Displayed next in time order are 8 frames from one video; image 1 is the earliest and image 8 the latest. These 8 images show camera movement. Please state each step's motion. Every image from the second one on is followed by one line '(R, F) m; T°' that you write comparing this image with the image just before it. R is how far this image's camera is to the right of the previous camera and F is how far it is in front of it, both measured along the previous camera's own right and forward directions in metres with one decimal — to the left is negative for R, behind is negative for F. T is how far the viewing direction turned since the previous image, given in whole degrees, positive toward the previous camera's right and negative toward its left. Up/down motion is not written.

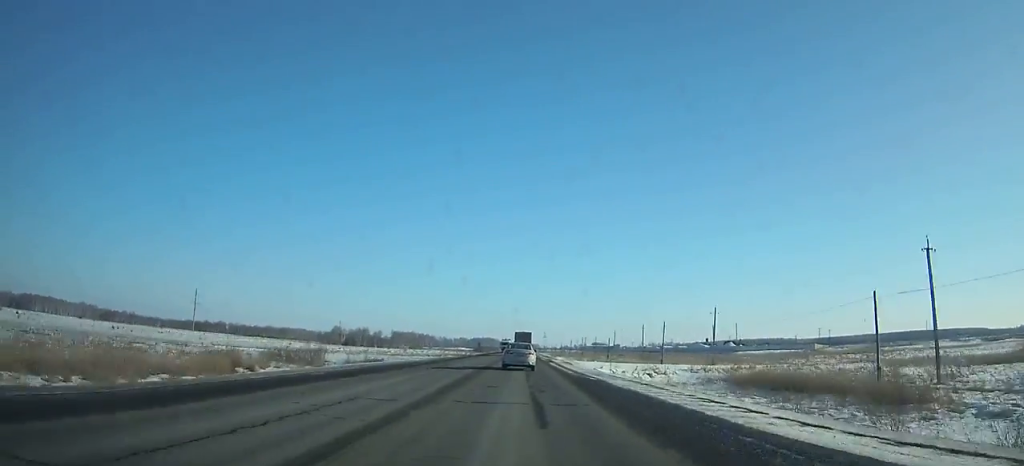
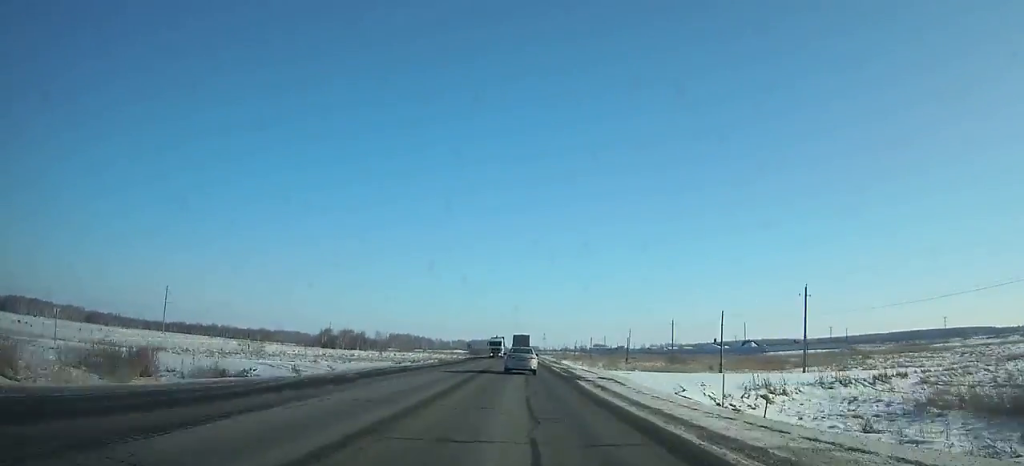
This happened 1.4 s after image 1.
(+0.1, +29.9) m; 0°
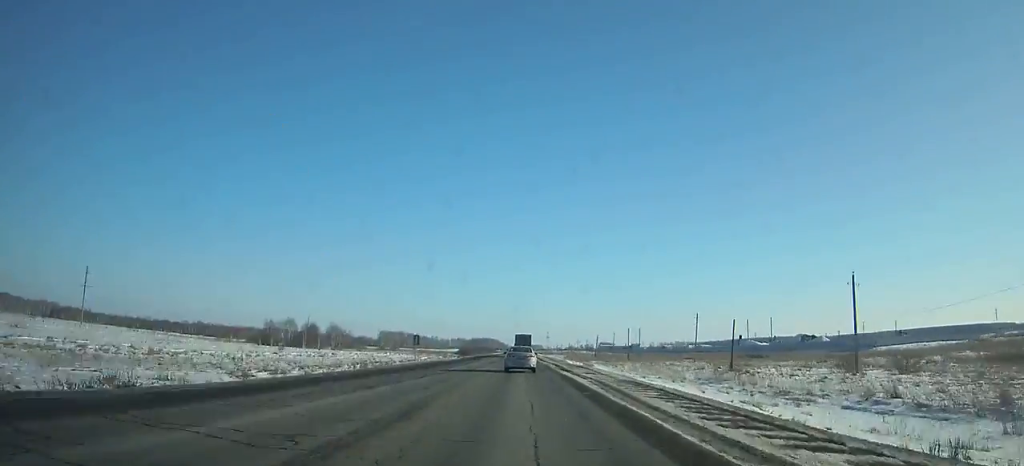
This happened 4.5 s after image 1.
(-0.2, +66.2) m; 0°
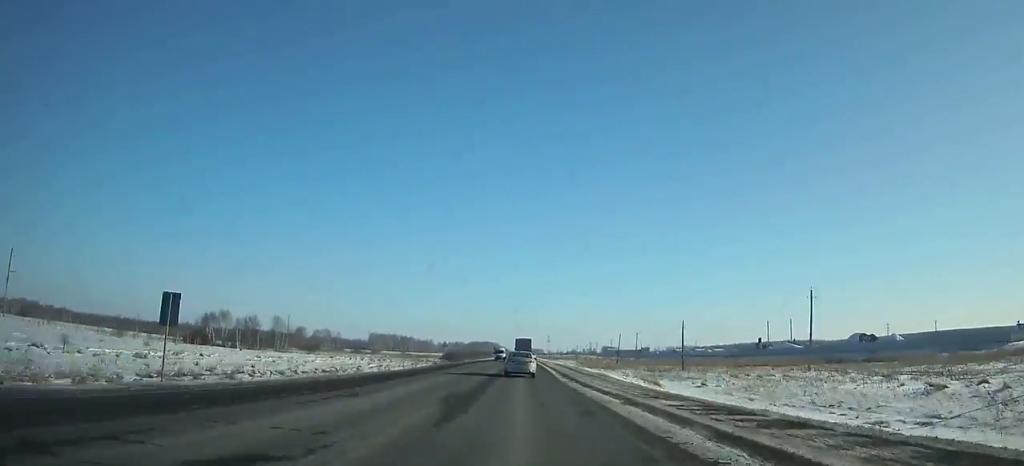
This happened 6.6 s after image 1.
(0.0, +45.1) m; 0°
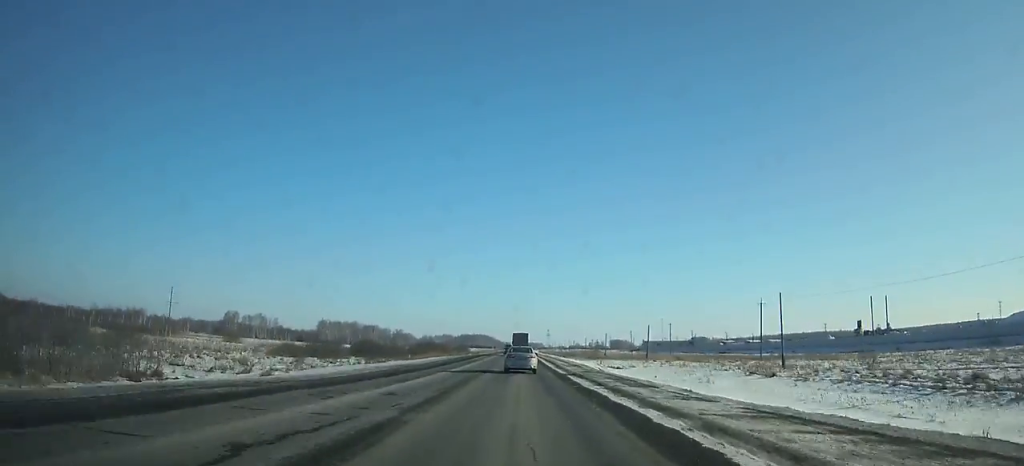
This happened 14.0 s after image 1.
(-0.1, +159.9) m; 0°
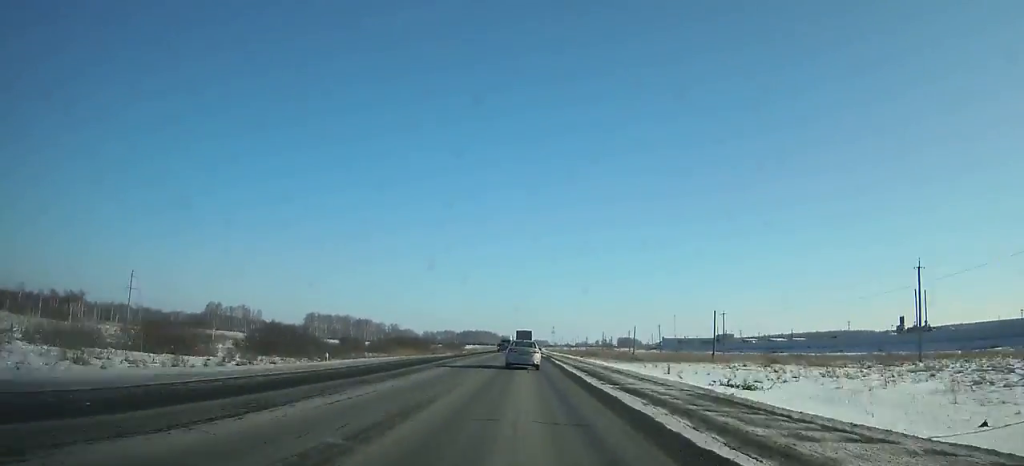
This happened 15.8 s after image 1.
(+0.1, +39.1) m; 0°
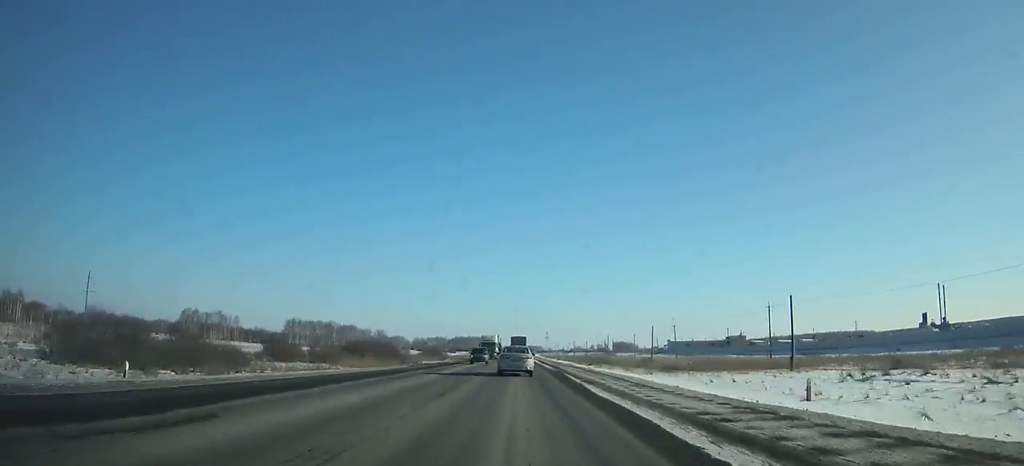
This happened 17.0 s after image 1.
(0.0, +26.0) m; 0°
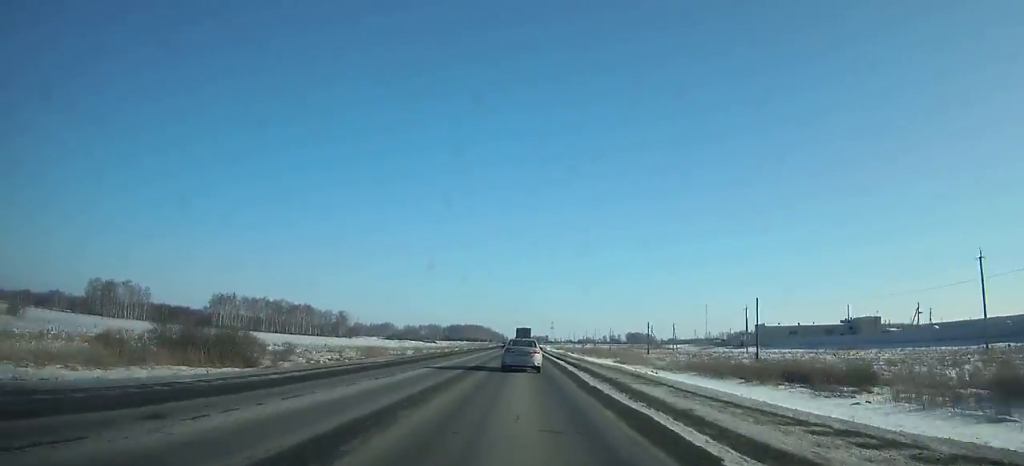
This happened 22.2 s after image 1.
(-0.4, +110.2) m; 0°
